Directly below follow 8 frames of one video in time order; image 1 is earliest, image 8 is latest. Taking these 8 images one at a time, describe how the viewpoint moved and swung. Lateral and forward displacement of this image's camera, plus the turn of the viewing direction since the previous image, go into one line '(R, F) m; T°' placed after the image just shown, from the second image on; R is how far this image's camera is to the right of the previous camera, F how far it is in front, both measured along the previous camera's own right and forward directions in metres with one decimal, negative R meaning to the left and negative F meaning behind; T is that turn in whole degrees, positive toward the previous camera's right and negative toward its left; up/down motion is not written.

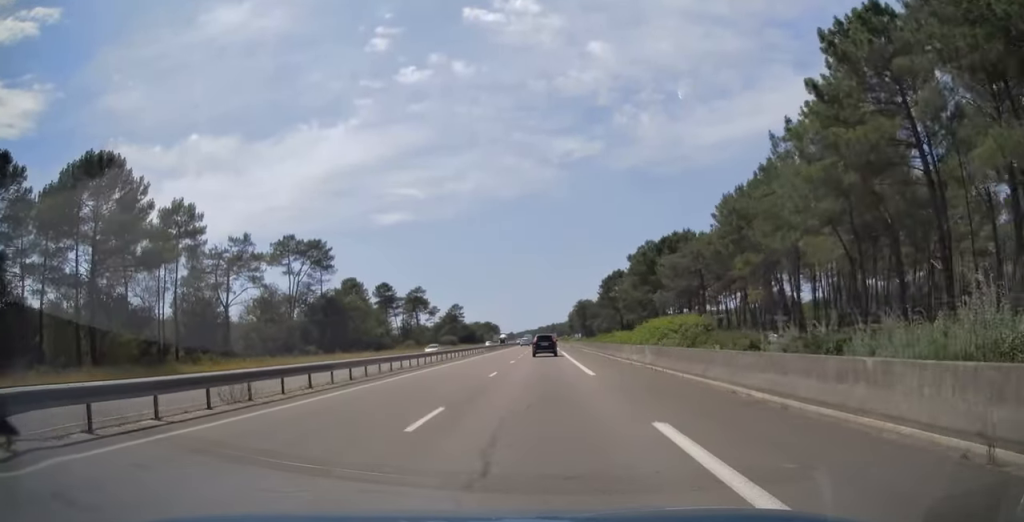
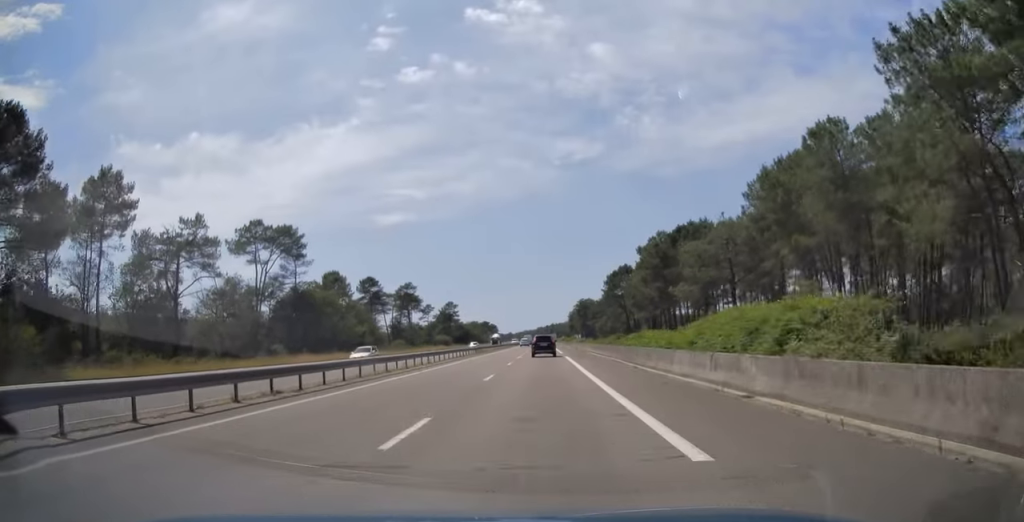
(0.0, +14.6) m; 0°
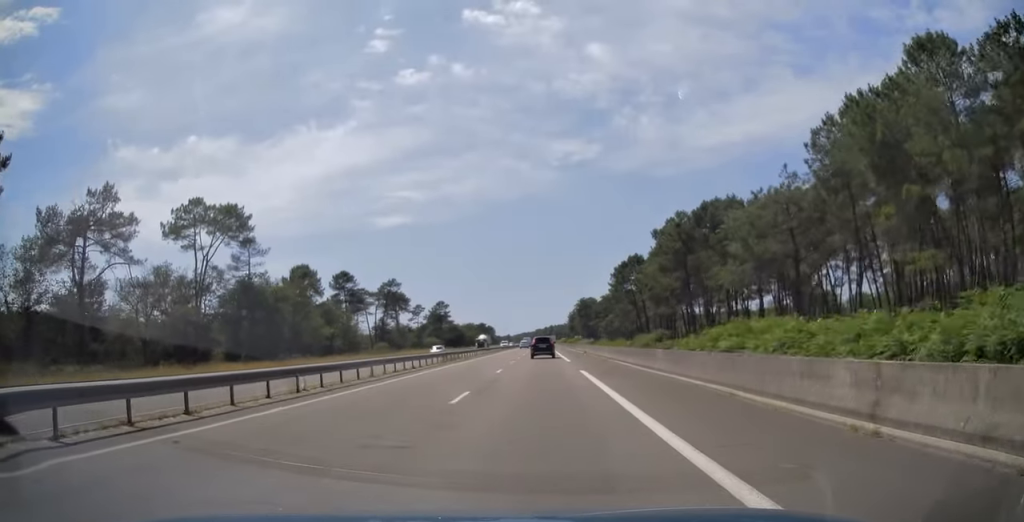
(0.0, +20.0) m; 0°
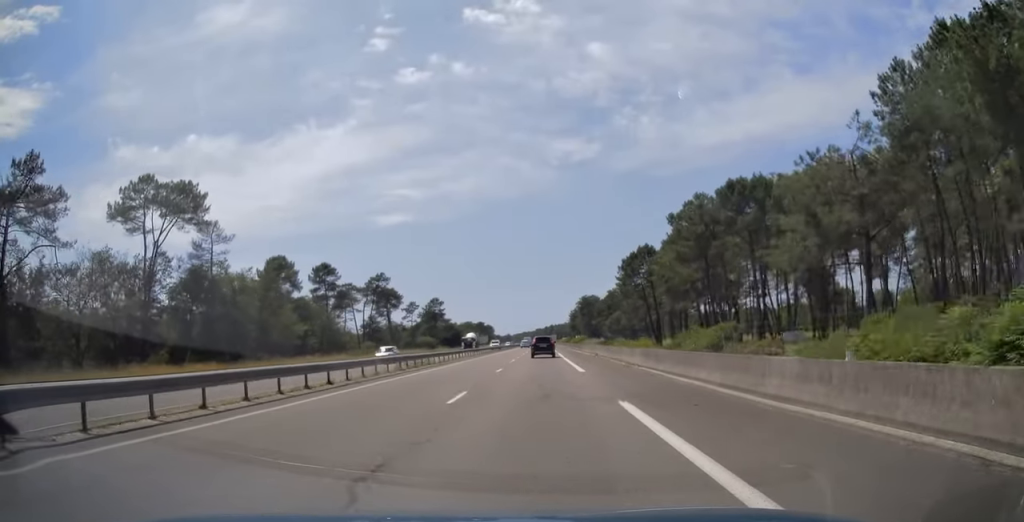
(0.0, +13.2) m; 0°
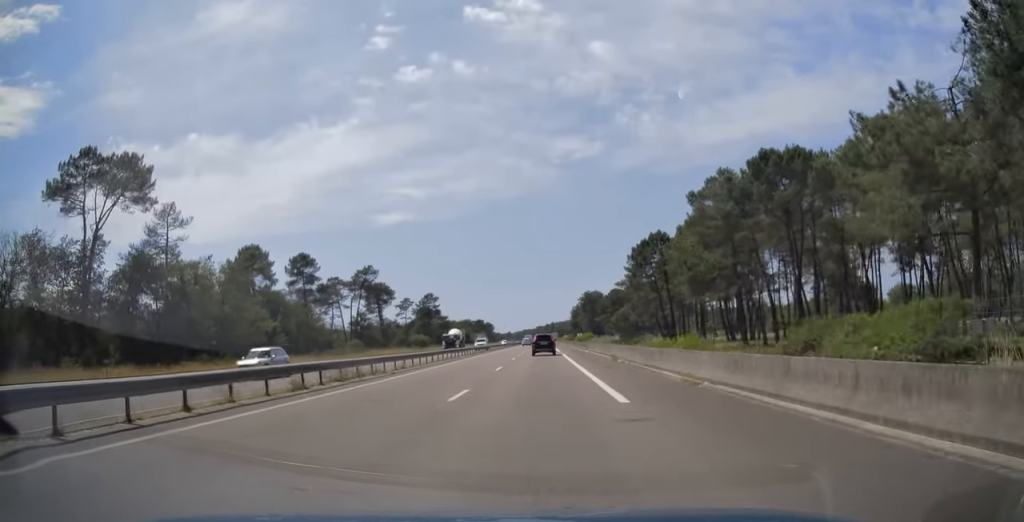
(0.0, +12.7) m; 0°
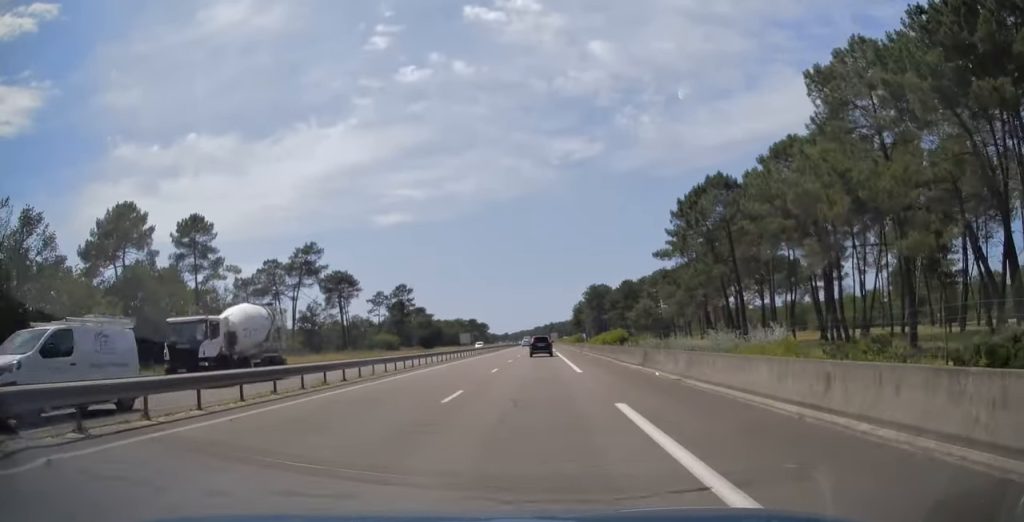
(0.0, +39.0) m; 0°
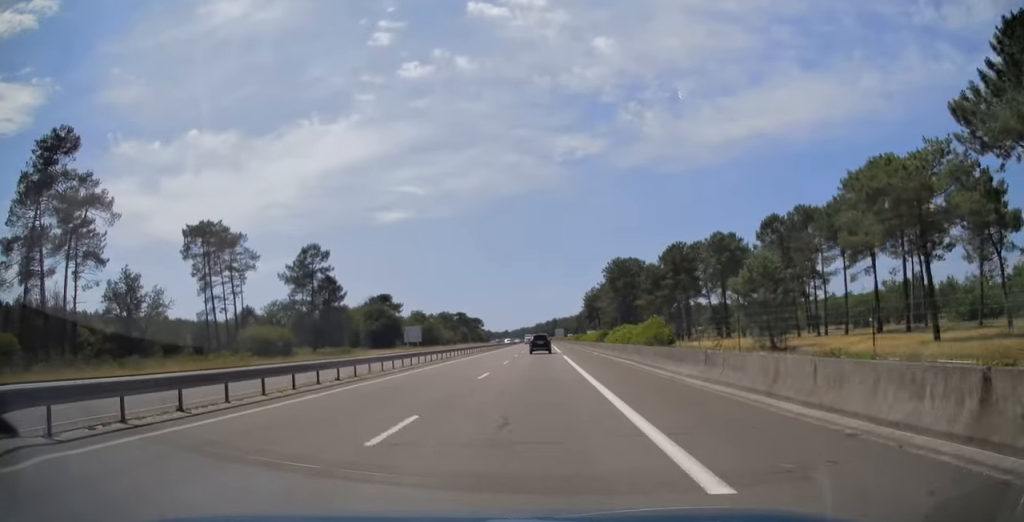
(+0.9, +70.3) m; +1°
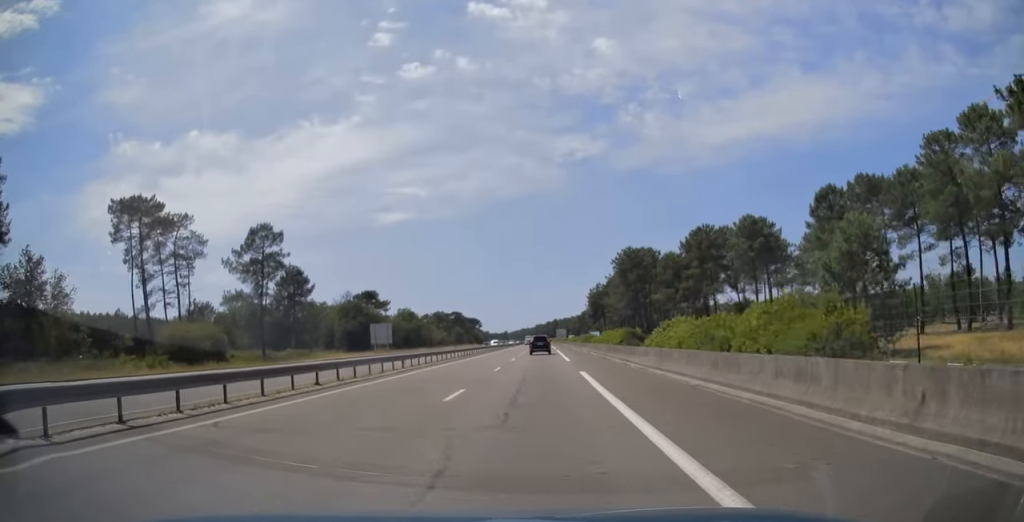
(-0.3, +20.1) m; -1°
